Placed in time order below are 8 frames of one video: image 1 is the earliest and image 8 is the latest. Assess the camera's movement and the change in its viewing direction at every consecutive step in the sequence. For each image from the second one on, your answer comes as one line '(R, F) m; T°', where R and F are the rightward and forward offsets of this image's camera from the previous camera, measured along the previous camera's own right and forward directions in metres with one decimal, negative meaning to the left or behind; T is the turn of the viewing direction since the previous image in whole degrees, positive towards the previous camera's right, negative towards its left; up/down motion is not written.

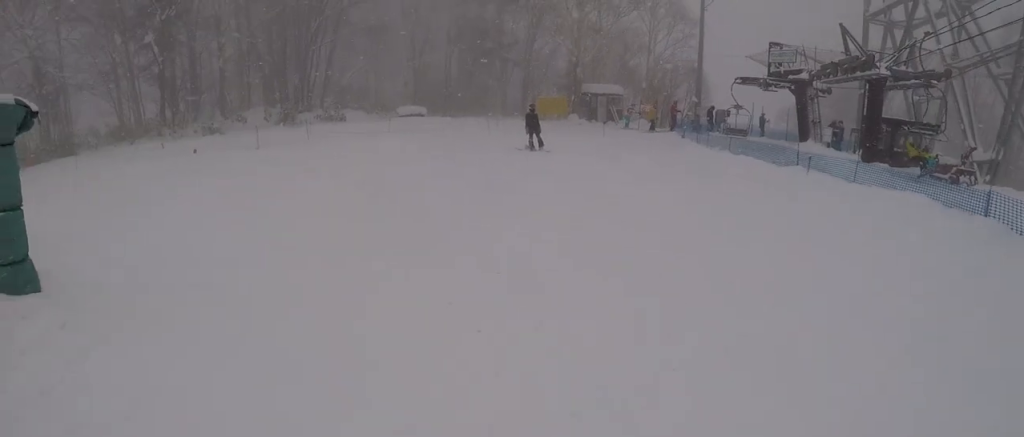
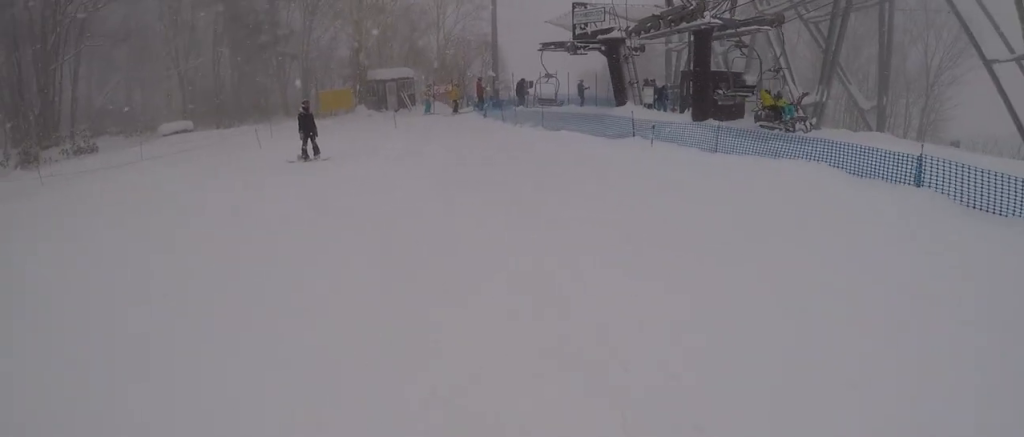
(-0.7, +3.3) m; +6°
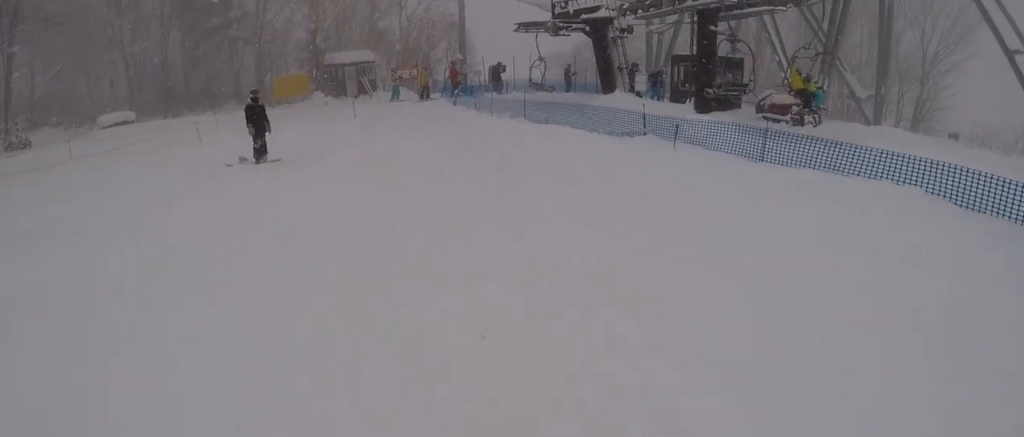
(+0.9, +2.2) m; 0°
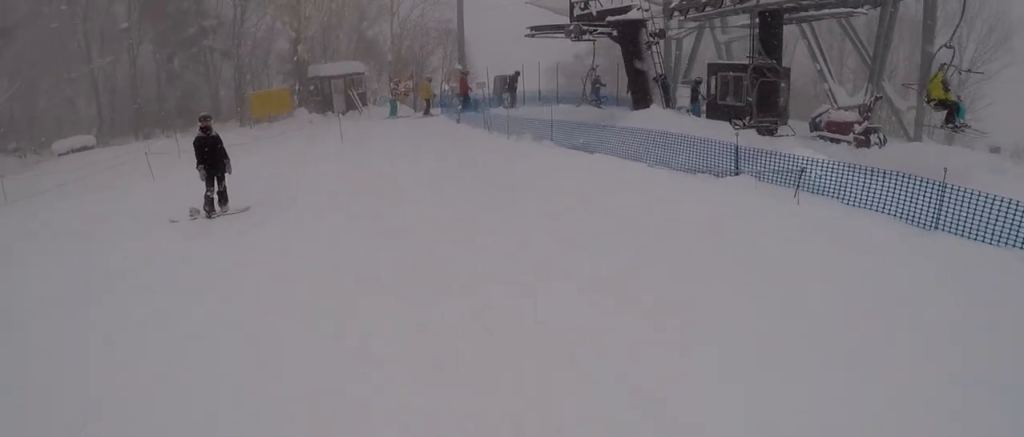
(-0.1, +3.1) m; -1°
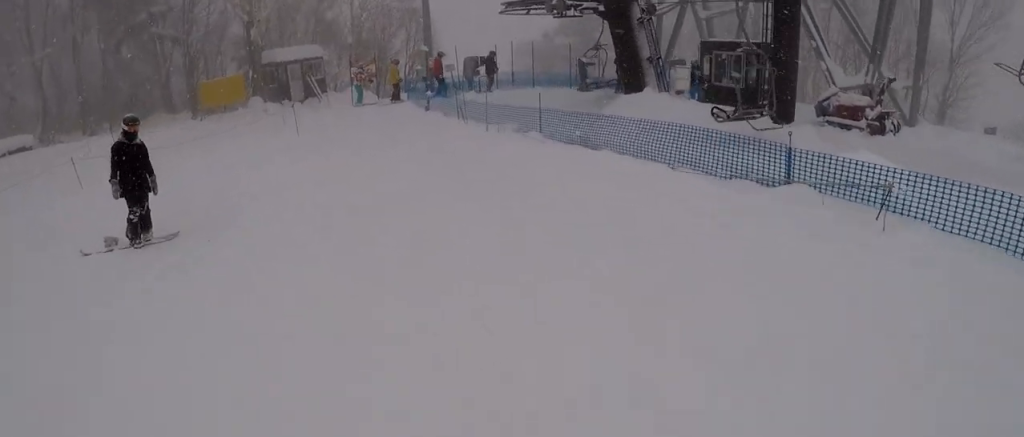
(-0.9, +2.0) m; -1°
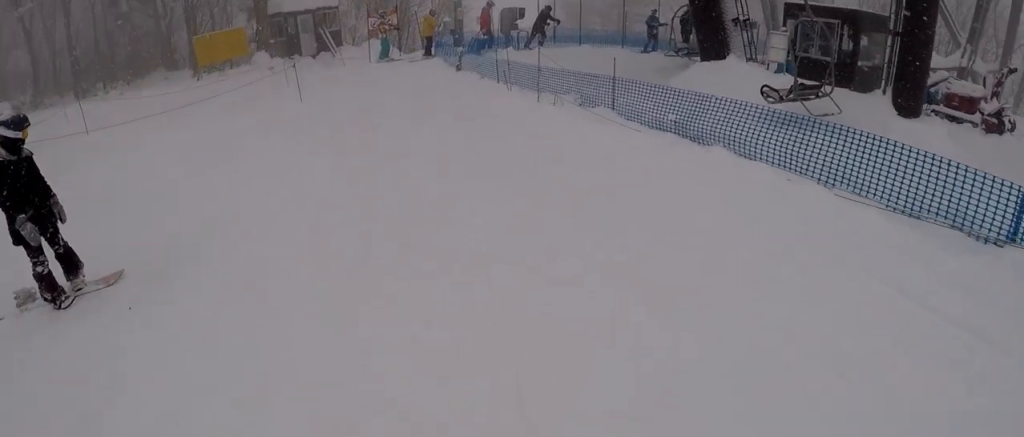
(+1.2, +2.5) m; +7°
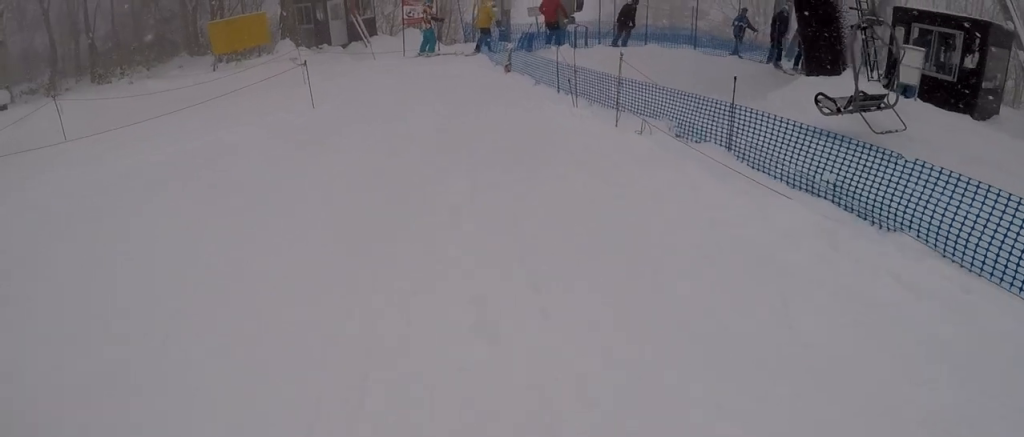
(-0.4, +2.4) m; -11°
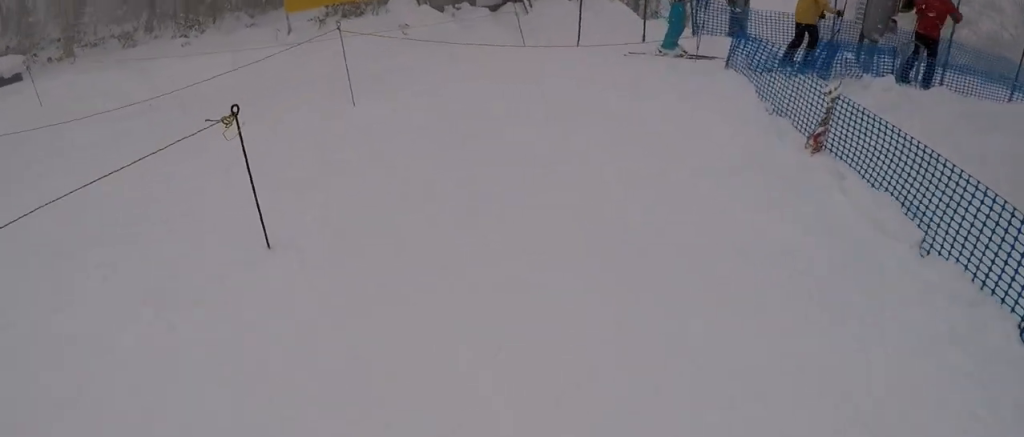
(+1.1, +6.8) m; -1°
